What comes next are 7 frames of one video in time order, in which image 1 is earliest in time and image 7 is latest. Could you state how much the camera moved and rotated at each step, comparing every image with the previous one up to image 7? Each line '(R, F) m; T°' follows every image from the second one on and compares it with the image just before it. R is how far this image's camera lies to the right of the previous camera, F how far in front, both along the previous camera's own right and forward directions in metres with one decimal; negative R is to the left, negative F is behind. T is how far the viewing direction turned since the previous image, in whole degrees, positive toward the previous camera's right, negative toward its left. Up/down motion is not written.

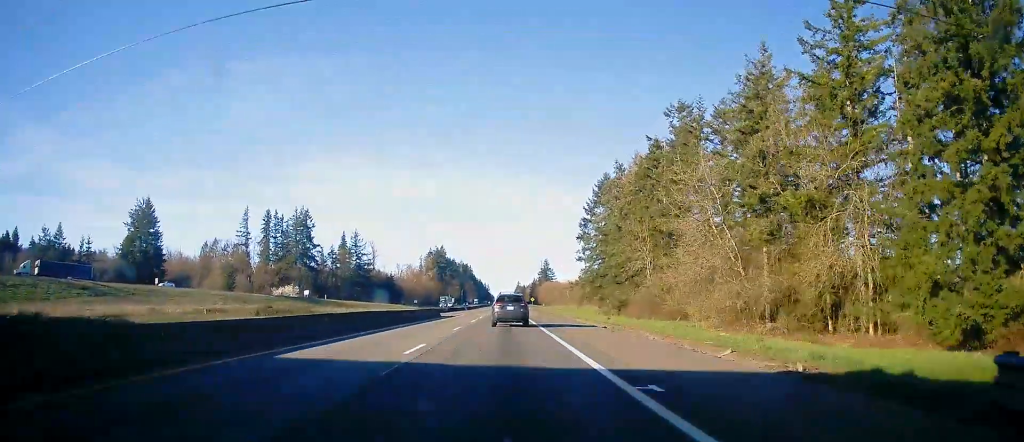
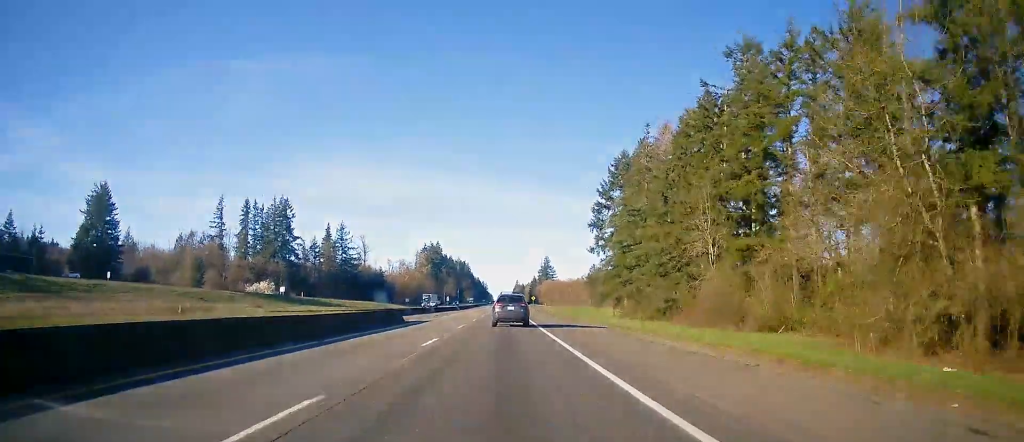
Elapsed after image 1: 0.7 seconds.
(+0.2, +22.2) m; 0°
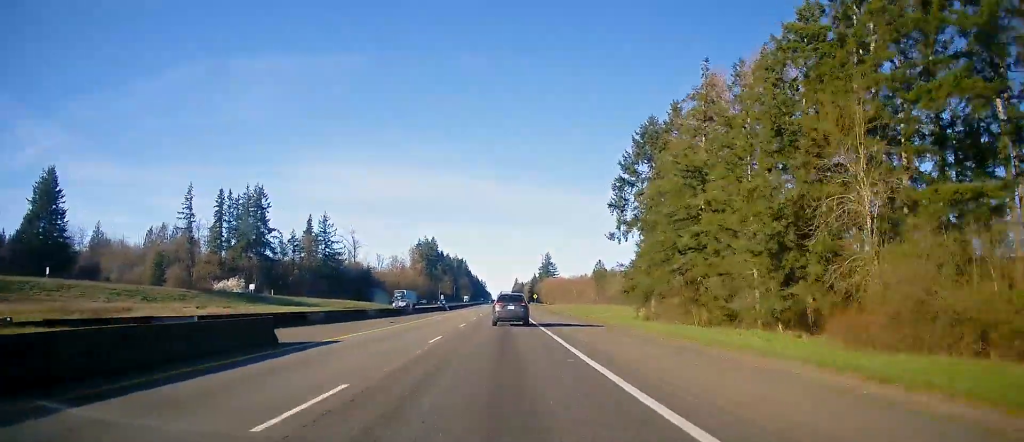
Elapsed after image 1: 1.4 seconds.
(0.0, +23.2) m; 0°
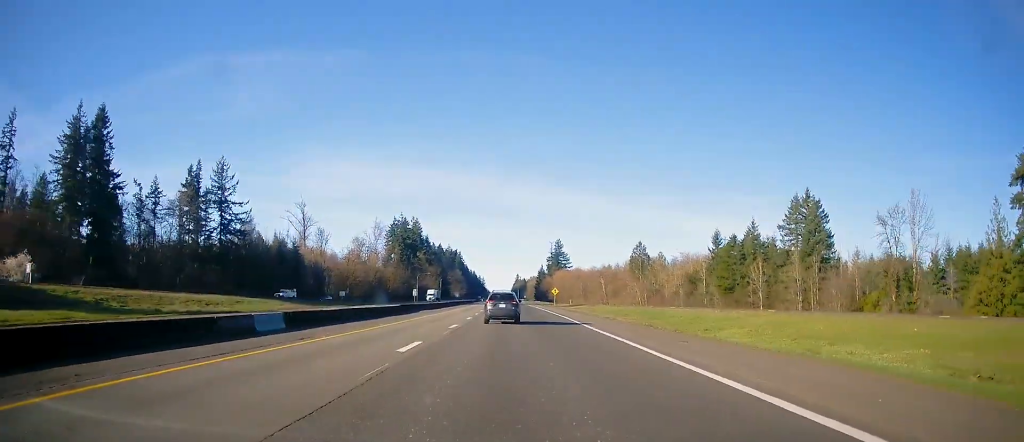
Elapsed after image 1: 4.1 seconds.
(-0.3, +89.3) m; 0°
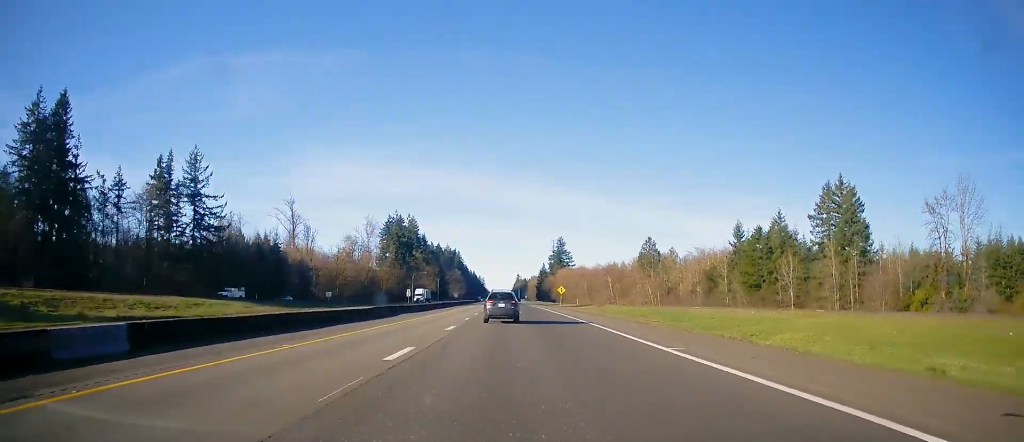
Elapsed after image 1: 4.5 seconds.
(+0.2, +14.0) m; 0°
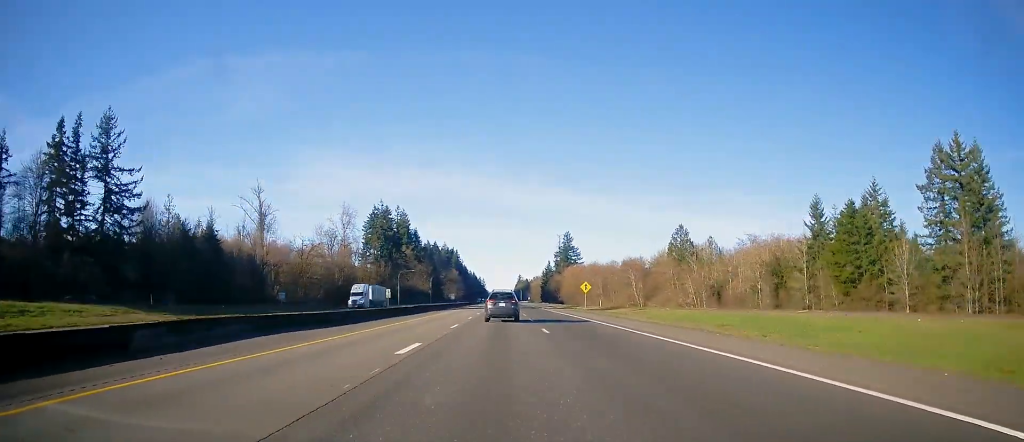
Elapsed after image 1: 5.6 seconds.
(-0.3, +35.4) m; -1°
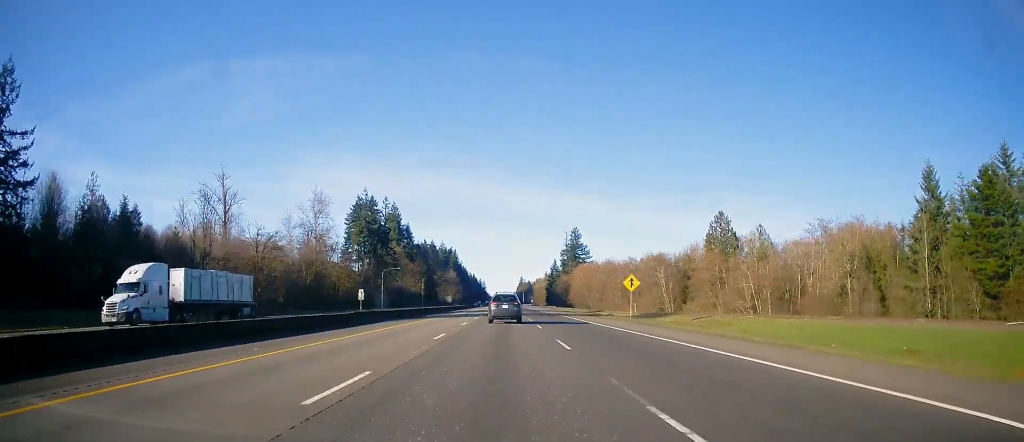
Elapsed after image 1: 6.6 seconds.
(0.0, +31.0) m; 0°
